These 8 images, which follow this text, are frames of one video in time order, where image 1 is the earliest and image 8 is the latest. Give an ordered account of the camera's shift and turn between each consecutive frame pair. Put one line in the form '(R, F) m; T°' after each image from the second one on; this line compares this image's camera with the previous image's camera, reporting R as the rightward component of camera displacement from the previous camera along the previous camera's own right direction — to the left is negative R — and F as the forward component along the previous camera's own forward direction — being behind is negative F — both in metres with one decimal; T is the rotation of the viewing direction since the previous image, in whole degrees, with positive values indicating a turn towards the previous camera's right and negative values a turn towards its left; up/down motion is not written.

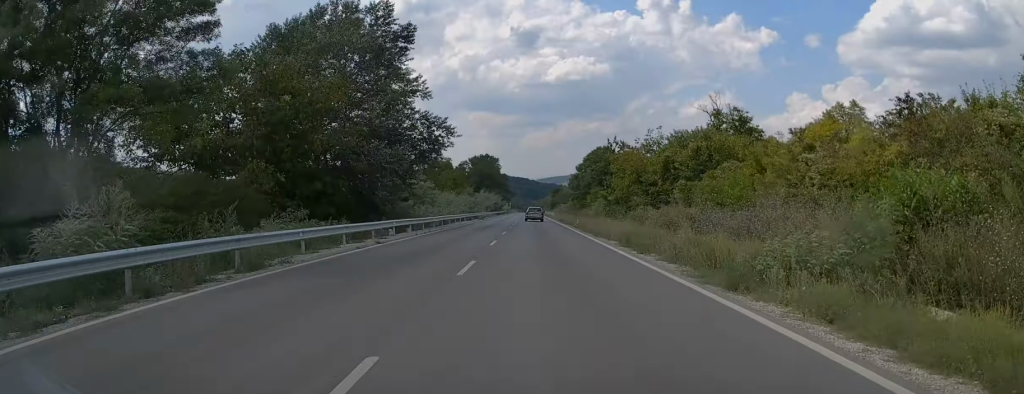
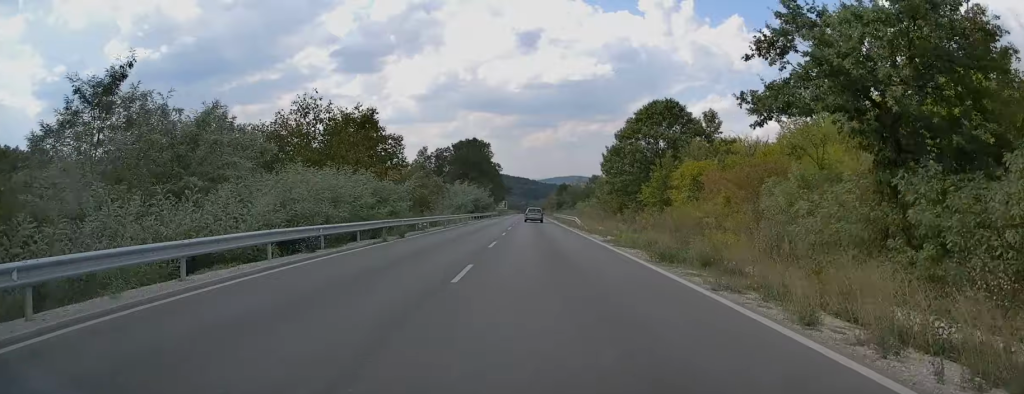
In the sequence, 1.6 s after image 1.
(+0.2, +46.4) m; 0°
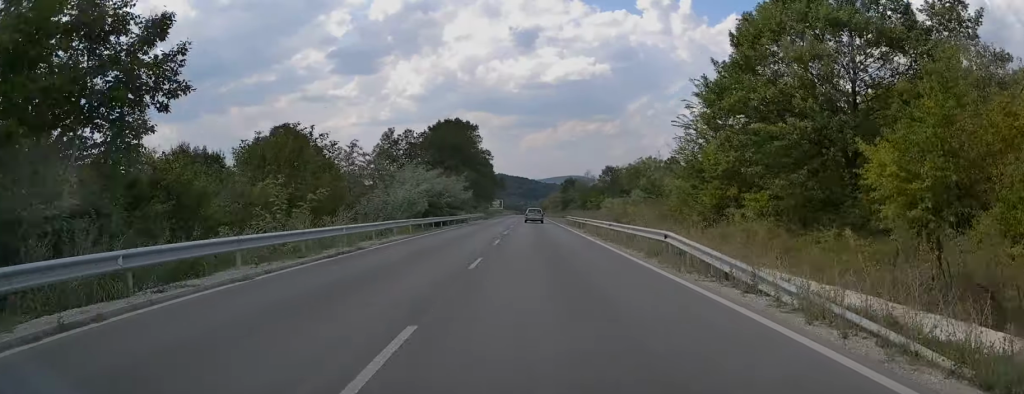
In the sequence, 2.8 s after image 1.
(+0.1, +33.7) m; 0°
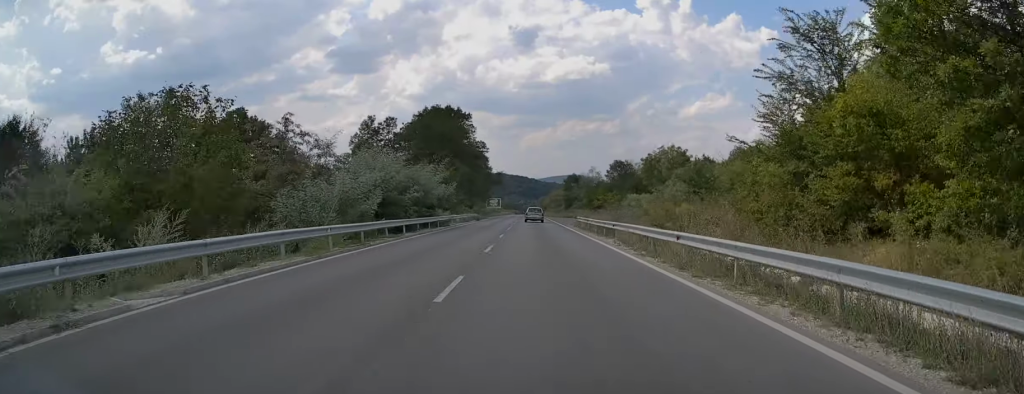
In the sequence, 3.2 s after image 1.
(0.0, +13.5) m; 0°
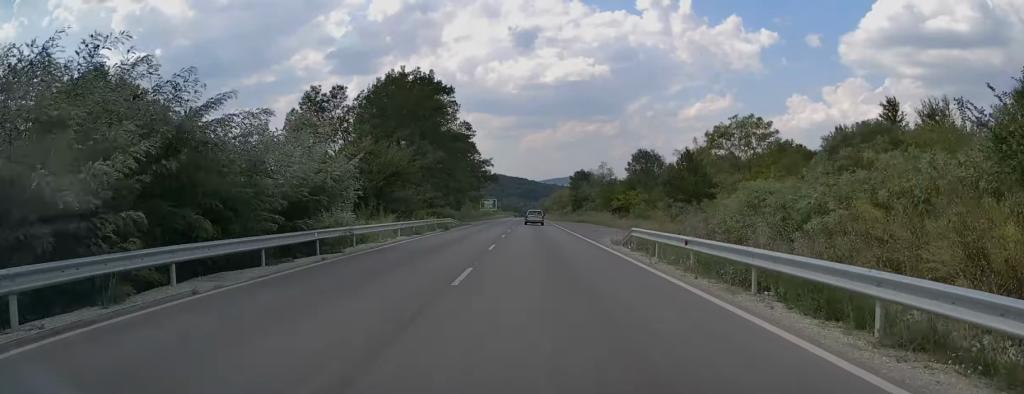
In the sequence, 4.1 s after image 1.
(-0.3, +24.9) m; 0°
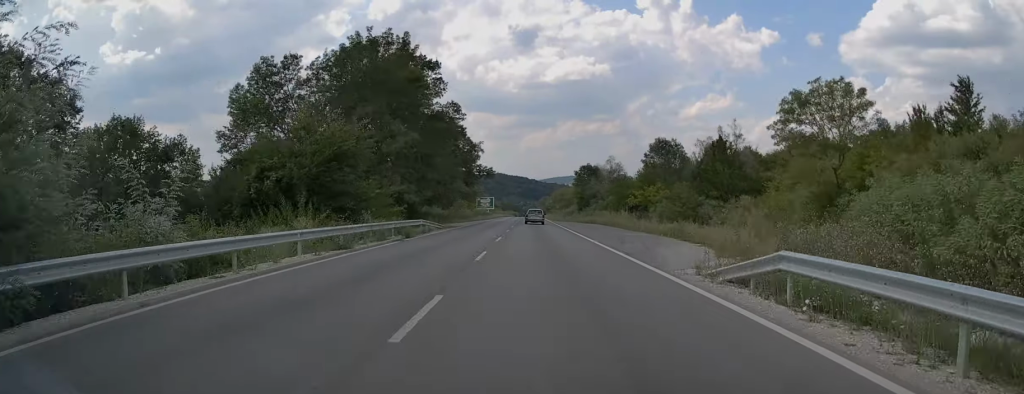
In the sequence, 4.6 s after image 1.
(+0.2, +13.4) m; 0°
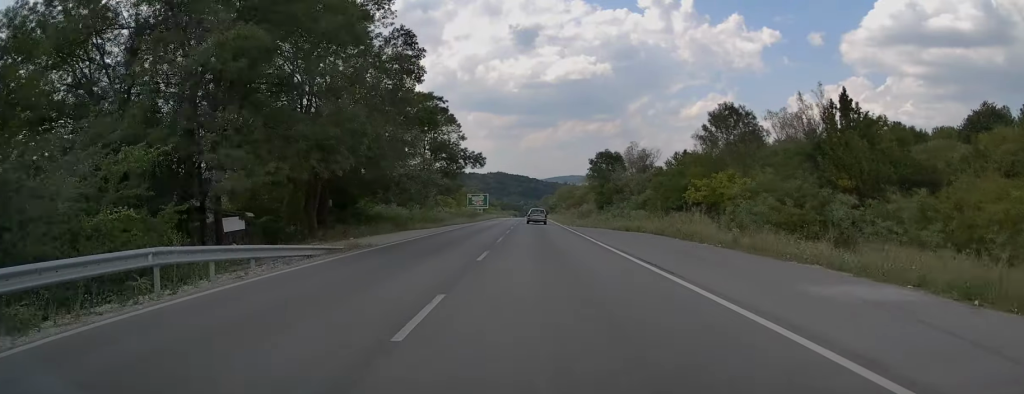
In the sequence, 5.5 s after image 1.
(0.0, +26.9) m; 0°
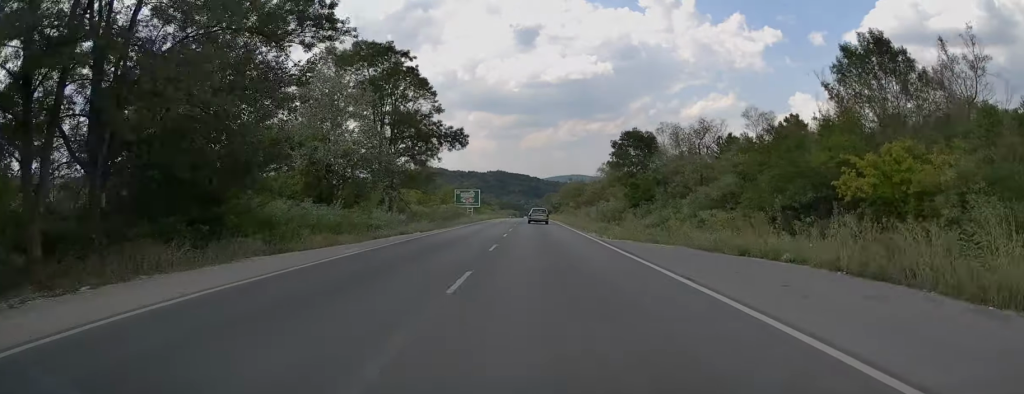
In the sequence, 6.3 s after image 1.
(-0.1, +24.1) m; 0°
